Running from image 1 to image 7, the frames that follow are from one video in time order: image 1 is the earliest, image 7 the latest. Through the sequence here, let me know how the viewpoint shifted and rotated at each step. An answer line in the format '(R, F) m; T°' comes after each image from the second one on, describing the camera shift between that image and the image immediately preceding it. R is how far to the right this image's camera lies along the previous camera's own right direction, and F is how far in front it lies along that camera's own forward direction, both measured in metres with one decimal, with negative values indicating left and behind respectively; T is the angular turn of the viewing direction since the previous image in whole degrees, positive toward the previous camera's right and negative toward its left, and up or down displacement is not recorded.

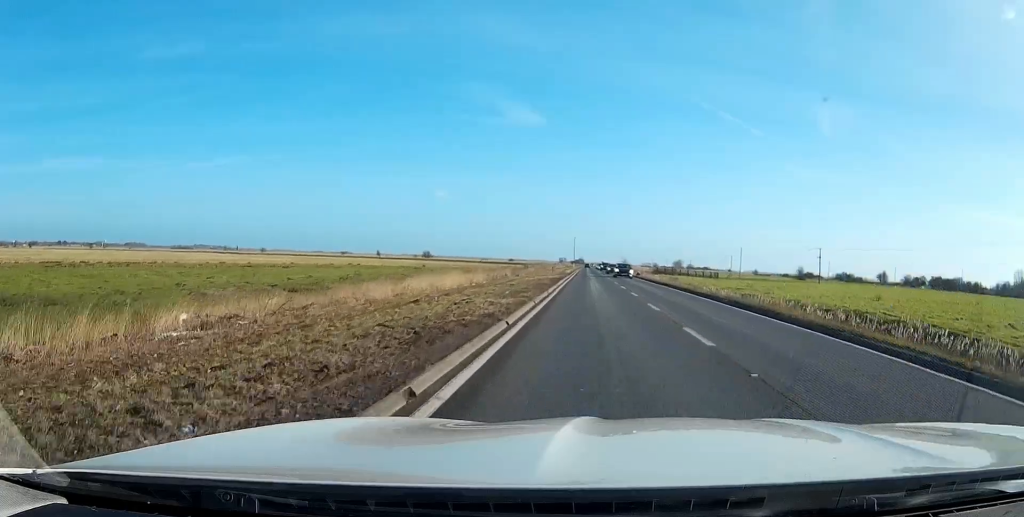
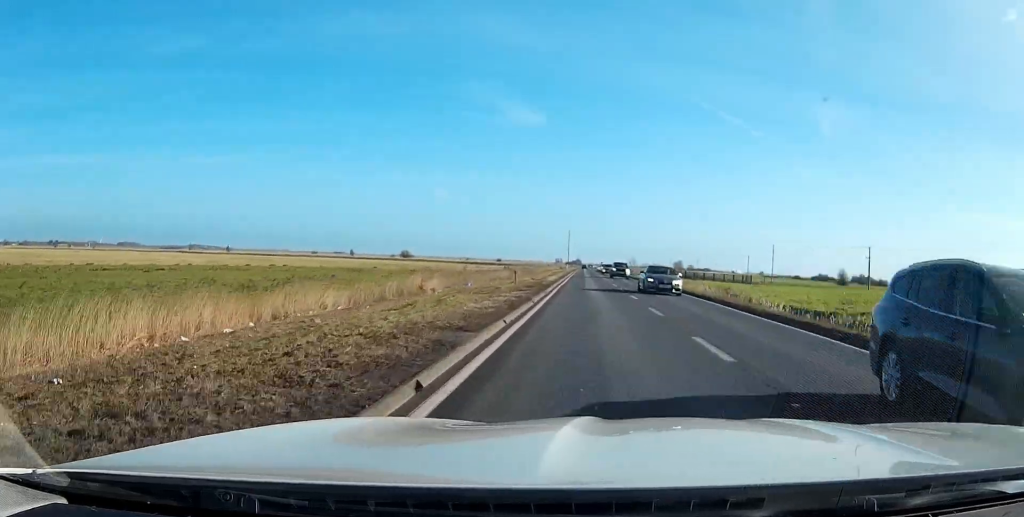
(0.0, +37.6) m; 0°
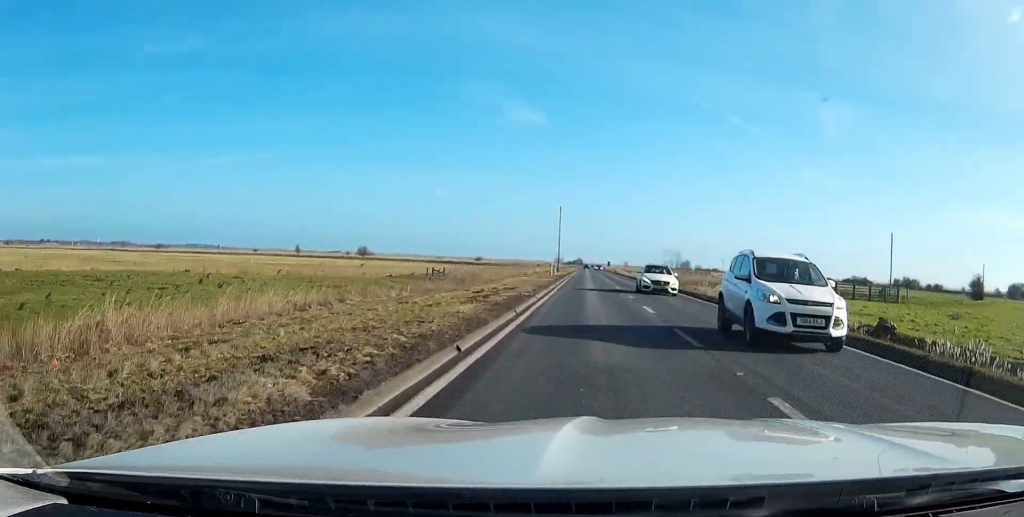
(+0.1, +65.9) m; 0°
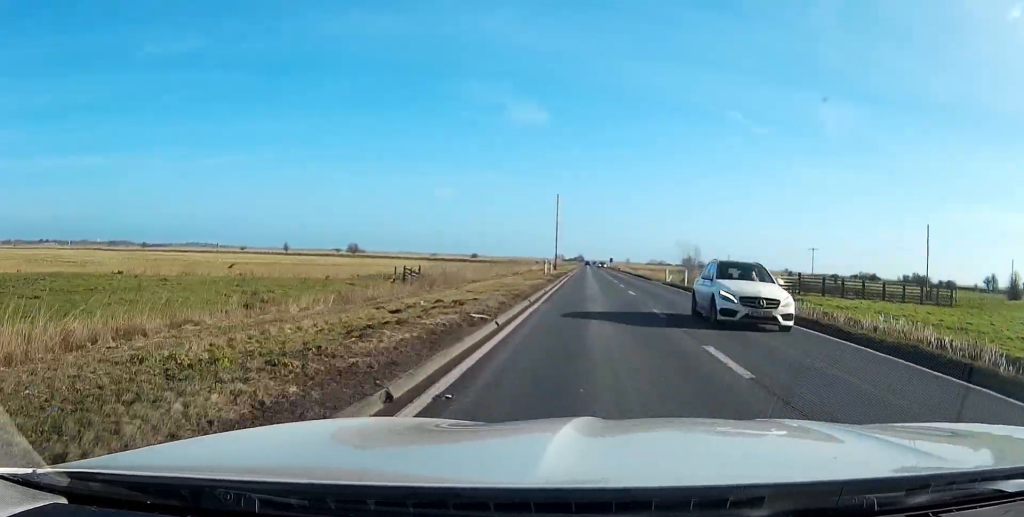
(0.0, +11.7) m; 0°
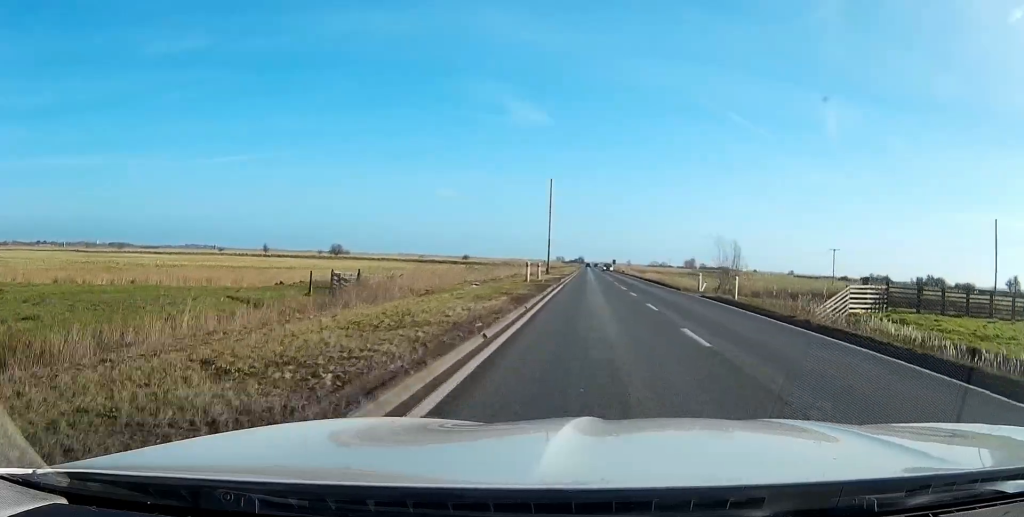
(-0.1, +17.6) m; 0°
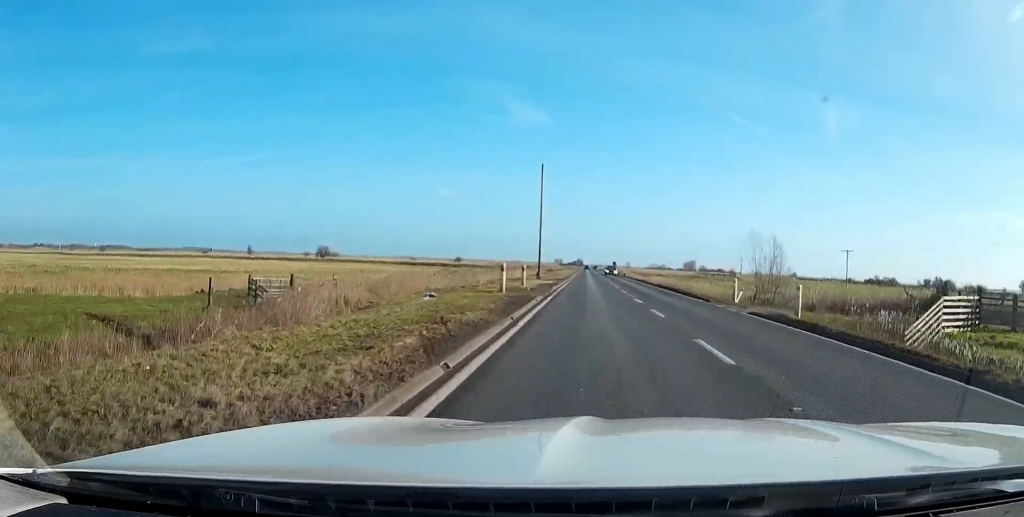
(-0.1, +10.9) m; 0°
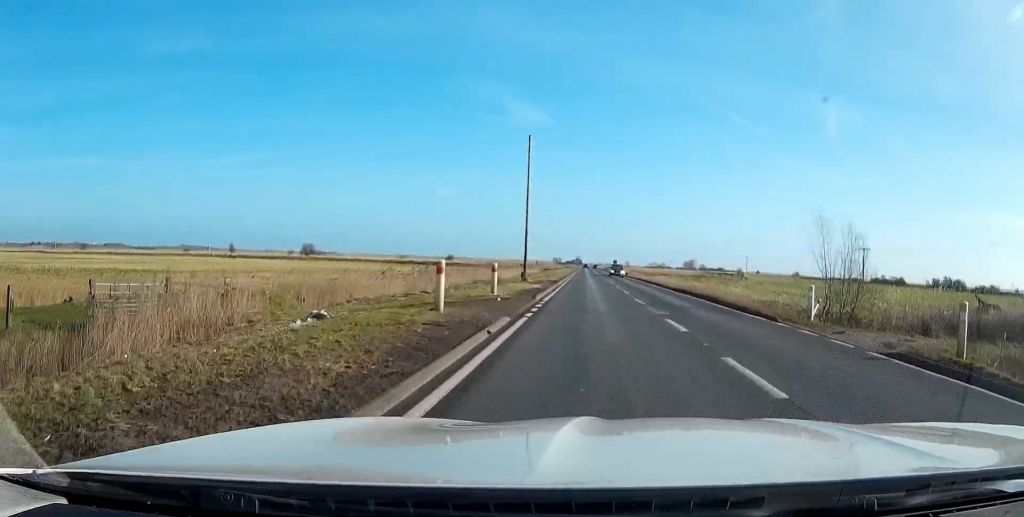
(+0.1, +11.7) m; 0°
